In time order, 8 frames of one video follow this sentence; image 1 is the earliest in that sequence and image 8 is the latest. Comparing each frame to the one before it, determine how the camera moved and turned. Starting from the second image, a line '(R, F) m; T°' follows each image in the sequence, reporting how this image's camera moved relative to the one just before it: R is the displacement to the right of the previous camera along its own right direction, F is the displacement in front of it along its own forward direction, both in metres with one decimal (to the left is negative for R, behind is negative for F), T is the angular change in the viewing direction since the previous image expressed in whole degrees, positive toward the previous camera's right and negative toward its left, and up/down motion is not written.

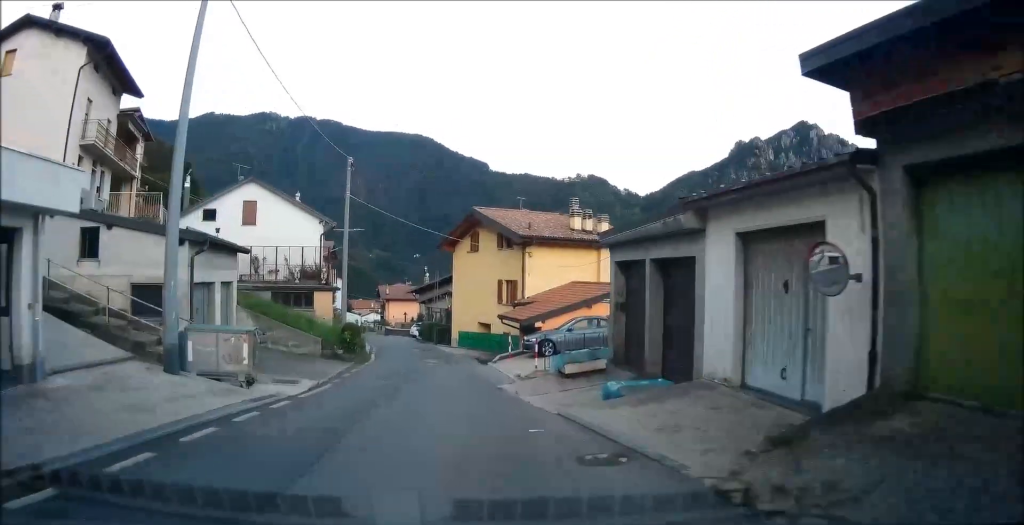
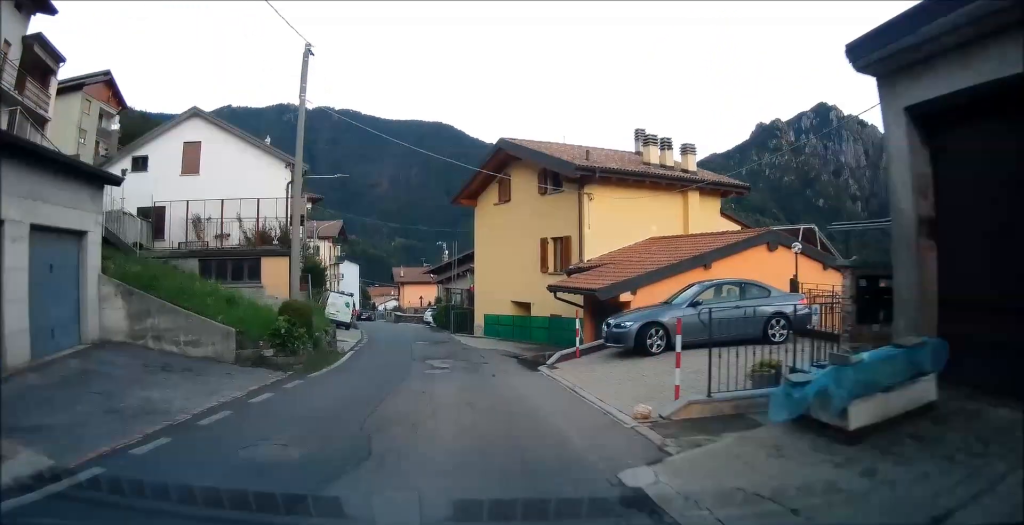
(-0.3, +12.4) m; -2°
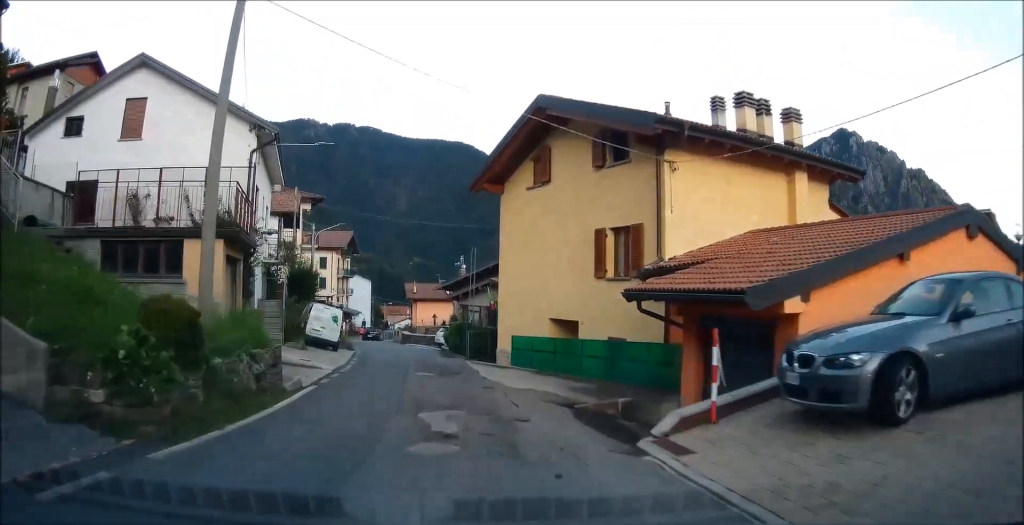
(+0.2, +7.5) m; +1°
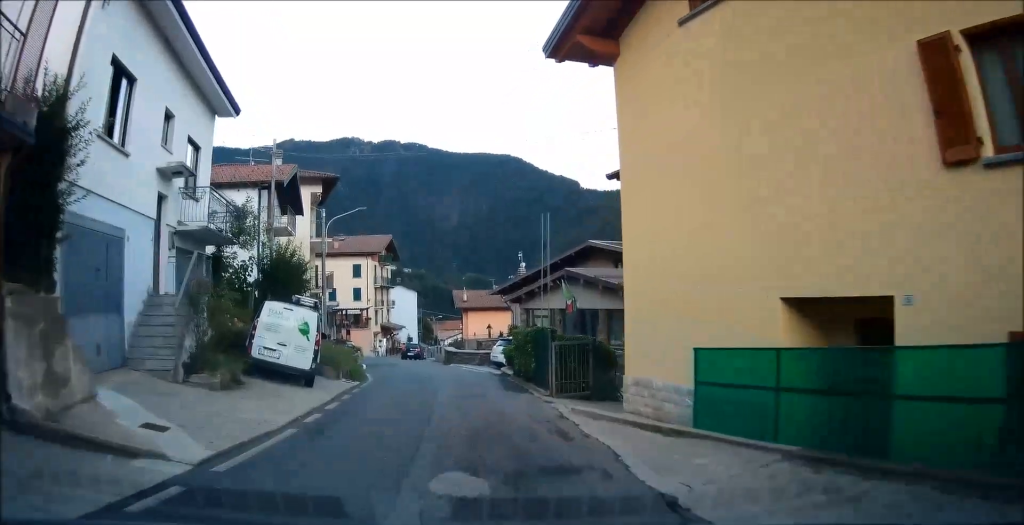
(-0.5, +12.4) m; -4°
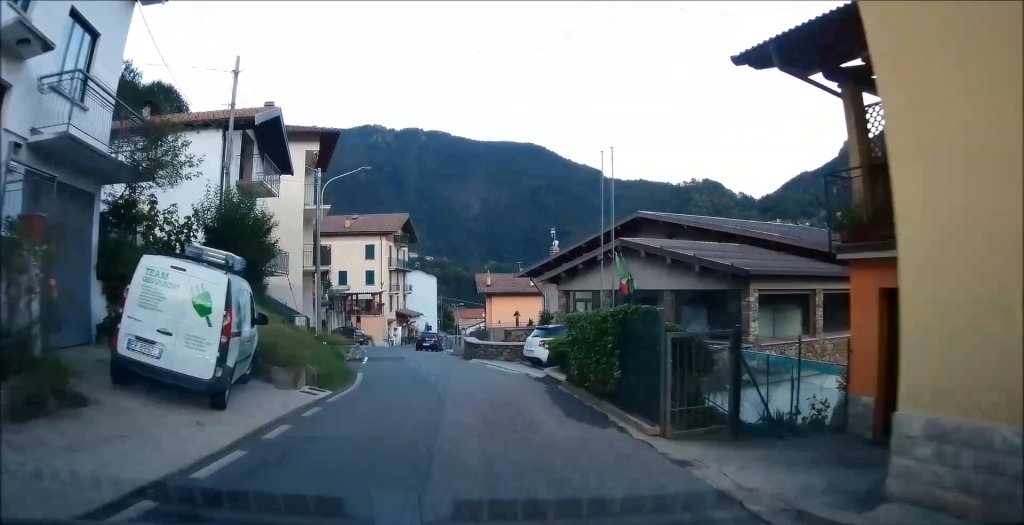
(-0.1, +6.9) m; 0°
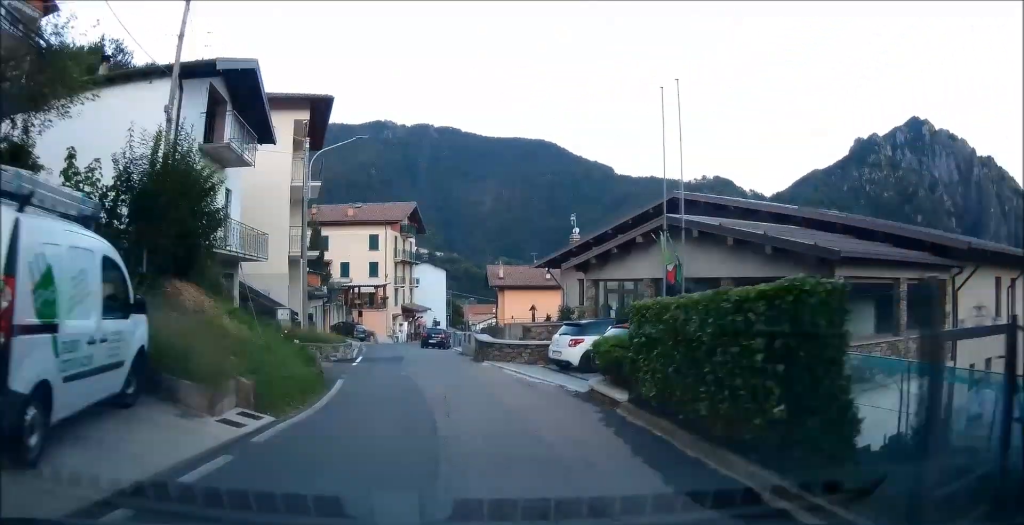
(+0.1, +4.6) m; +1°
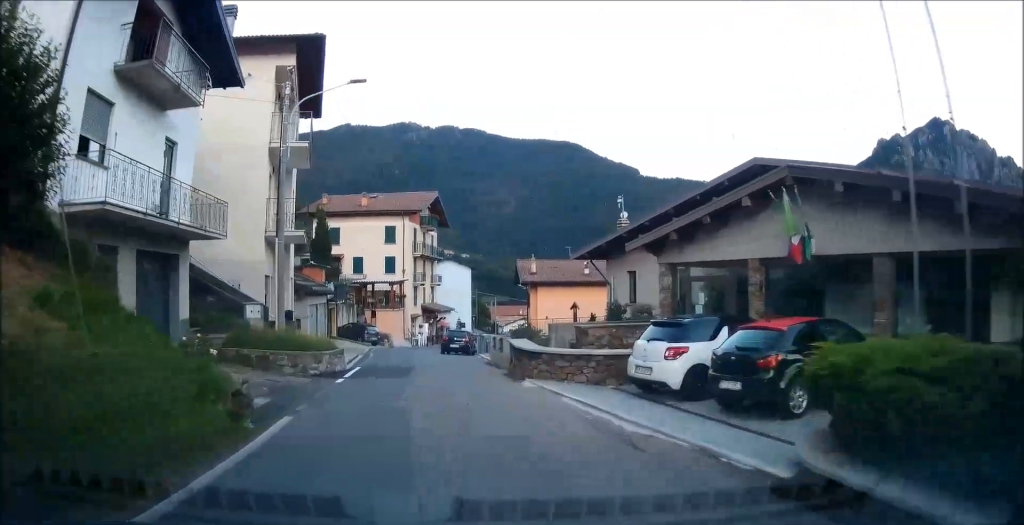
(0.0, +7.2) m; +1°
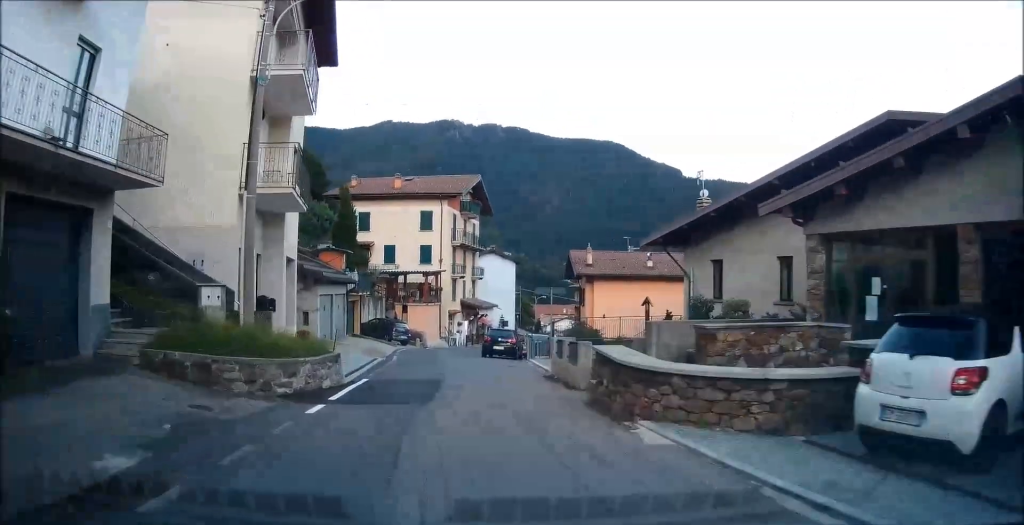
(+0.1, +6.9) m; -3°
